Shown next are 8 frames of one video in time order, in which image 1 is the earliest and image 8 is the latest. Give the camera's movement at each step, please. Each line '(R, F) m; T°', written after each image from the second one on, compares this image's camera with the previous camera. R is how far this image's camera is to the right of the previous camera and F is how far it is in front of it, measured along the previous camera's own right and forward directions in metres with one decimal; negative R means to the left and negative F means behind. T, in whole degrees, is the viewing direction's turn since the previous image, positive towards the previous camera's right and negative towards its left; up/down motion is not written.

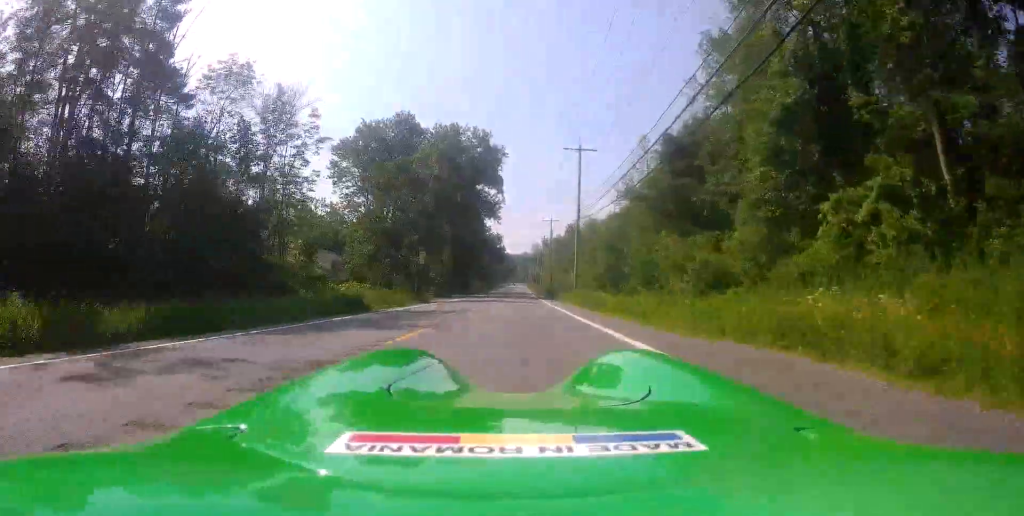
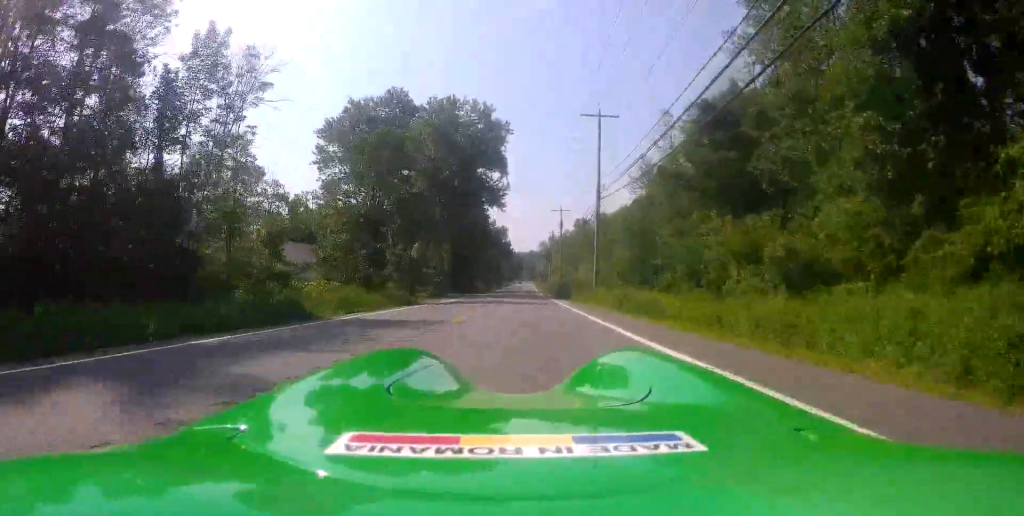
(-0.1, +8.0) m; 0°
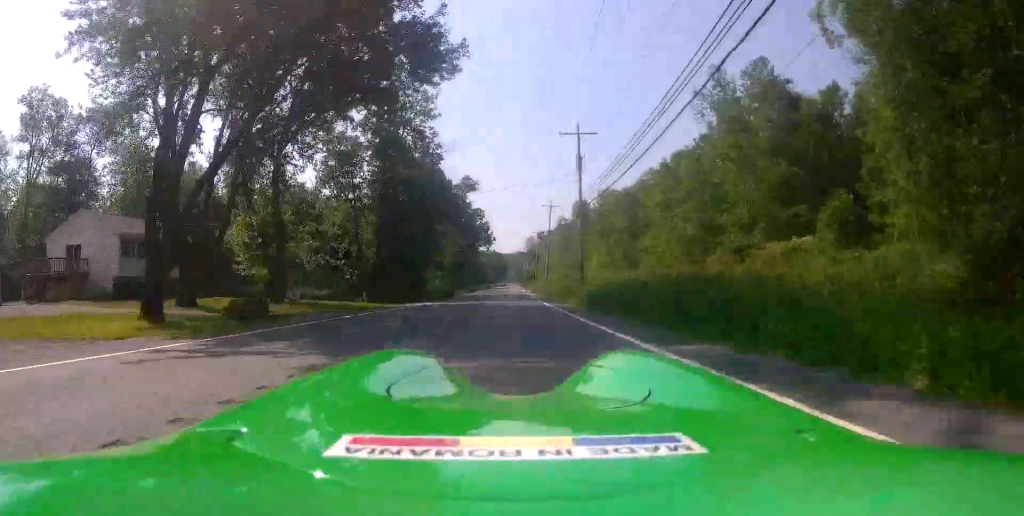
(+0.3, +37.4) m; +2°
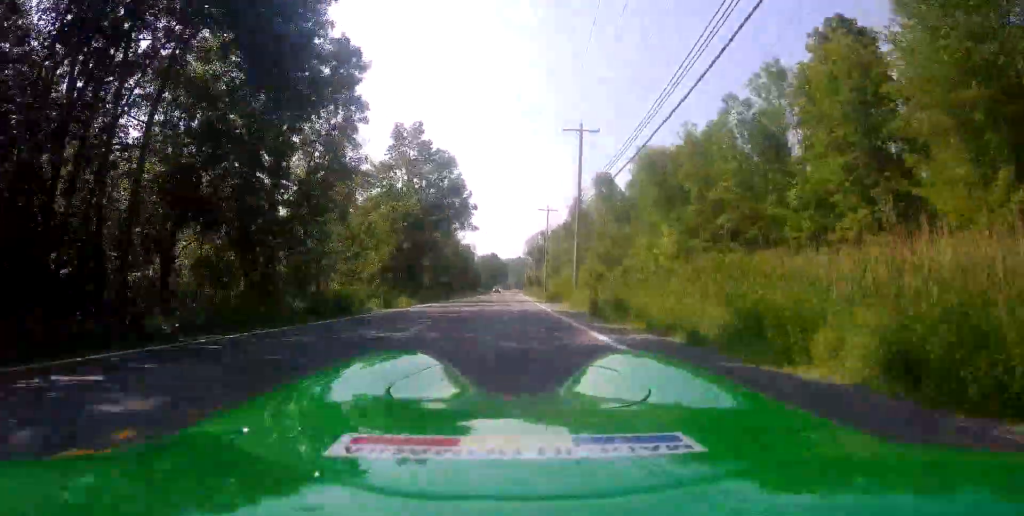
(+0.2, +38.9) m; 0°
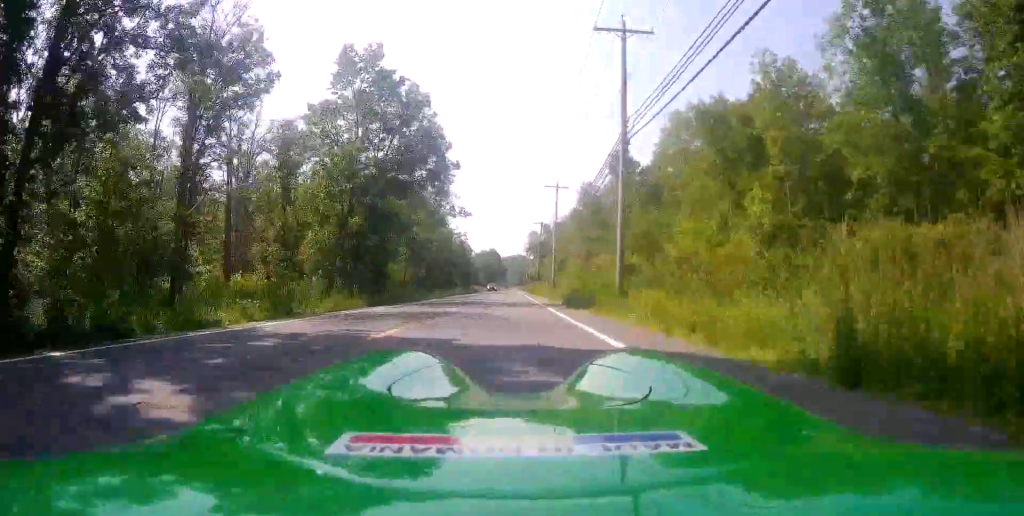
(0.0, +14.0) m; -1°
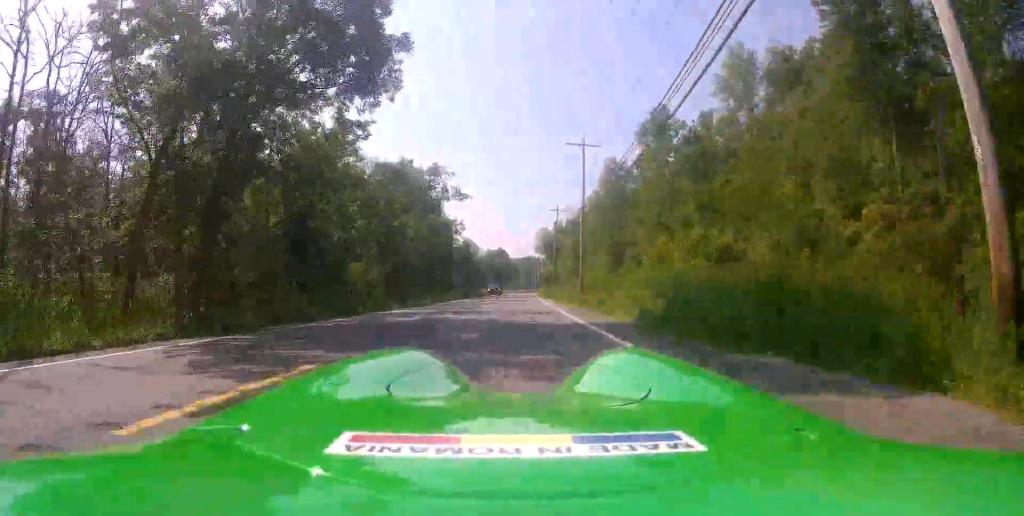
(-0.4, +17.1) m; -1°
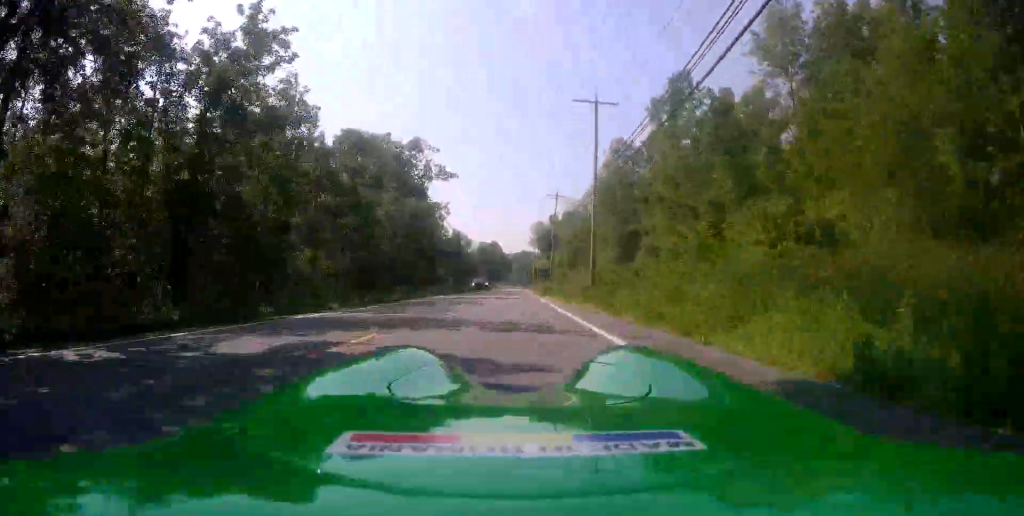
(+0.1, +8.8) m; +1°
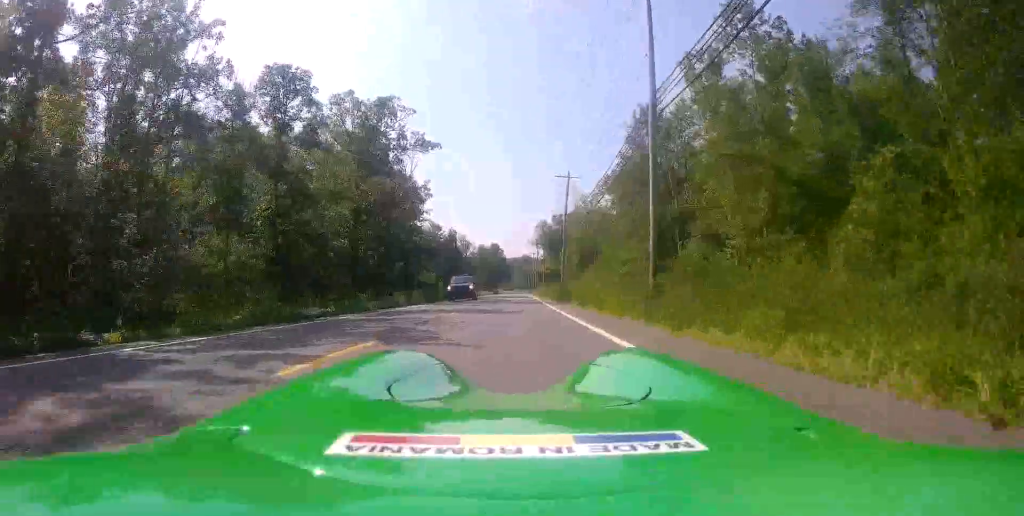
(+0.1, +13.6) m; +1°
